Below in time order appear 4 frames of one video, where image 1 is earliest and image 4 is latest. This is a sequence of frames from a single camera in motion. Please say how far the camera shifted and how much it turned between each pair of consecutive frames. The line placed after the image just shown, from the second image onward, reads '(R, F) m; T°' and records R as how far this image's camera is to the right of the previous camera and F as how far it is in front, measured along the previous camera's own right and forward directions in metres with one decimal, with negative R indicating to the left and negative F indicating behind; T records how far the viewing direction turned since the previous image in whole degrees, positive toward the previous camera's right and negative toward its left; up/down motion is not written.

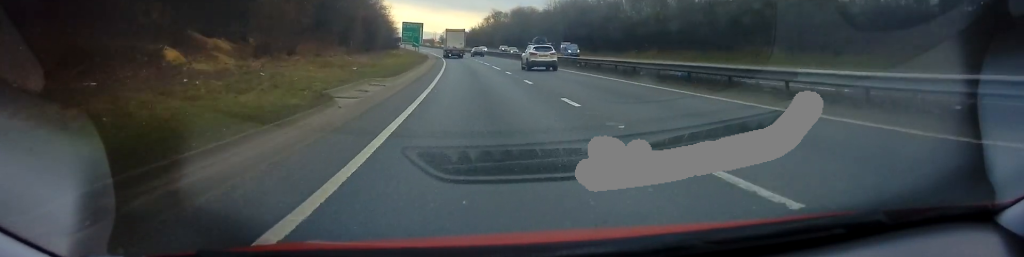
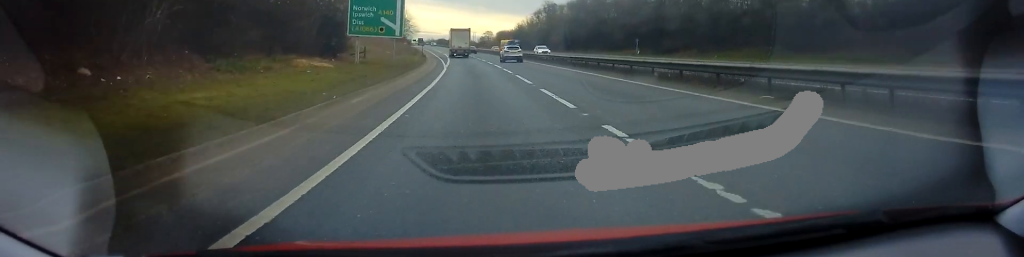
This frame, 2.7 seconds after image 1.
(-1.5, +60.1) m; -3°
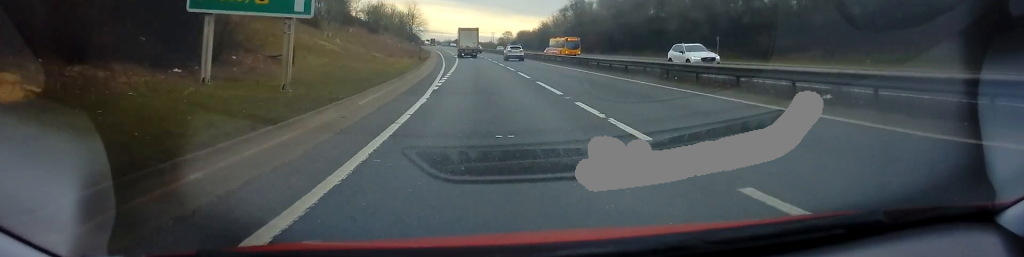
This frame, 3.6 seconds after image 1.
(-0.4, +22.6) m; -2°
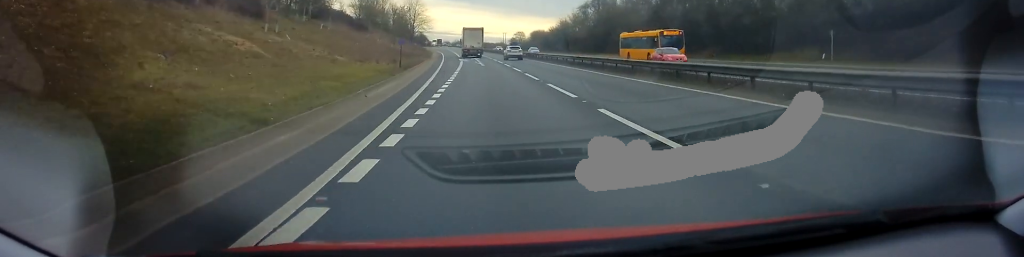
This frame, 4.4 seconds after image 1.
(-0.2, +19.0) m; -2°
